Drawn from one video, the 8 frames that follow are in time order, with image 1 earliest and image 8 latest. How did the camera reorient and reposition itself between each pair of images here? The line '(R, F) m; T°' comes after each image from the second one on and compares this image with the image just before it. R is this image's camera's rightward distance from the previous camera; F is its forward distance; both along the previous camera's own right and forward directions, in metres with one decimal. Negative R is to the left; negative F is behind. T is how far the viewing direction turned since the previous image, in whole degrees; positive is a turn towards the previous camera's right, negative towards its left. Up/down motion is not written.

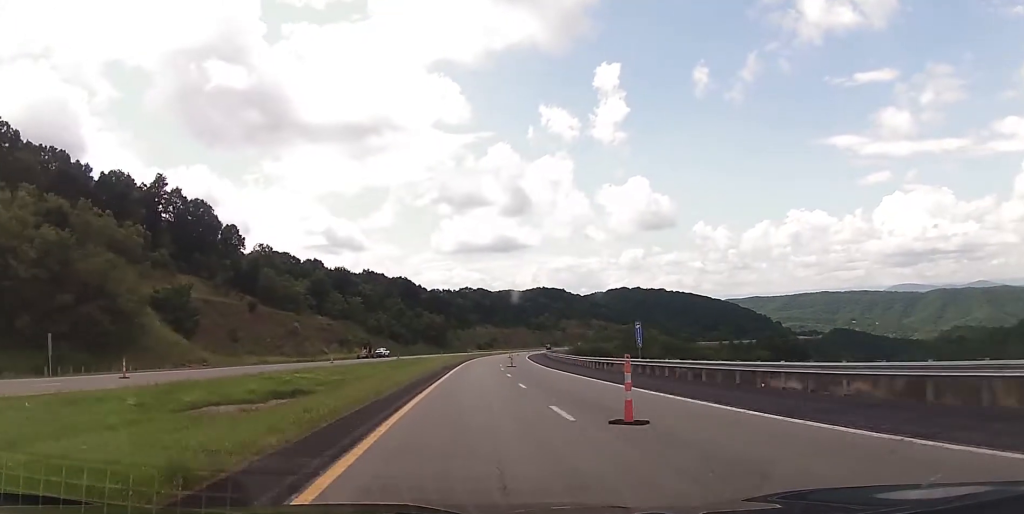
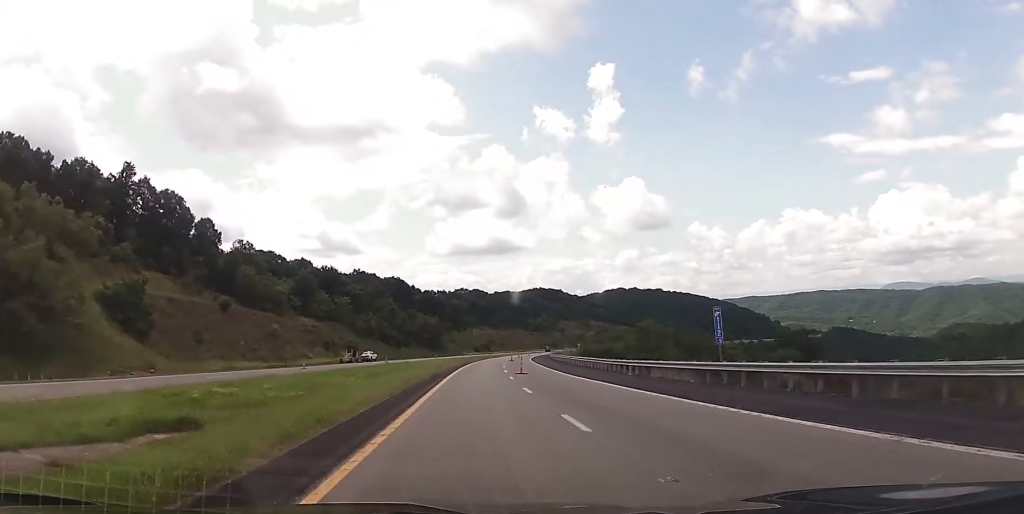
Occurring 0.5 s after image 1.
(+0.1, +13.8) m; 0°
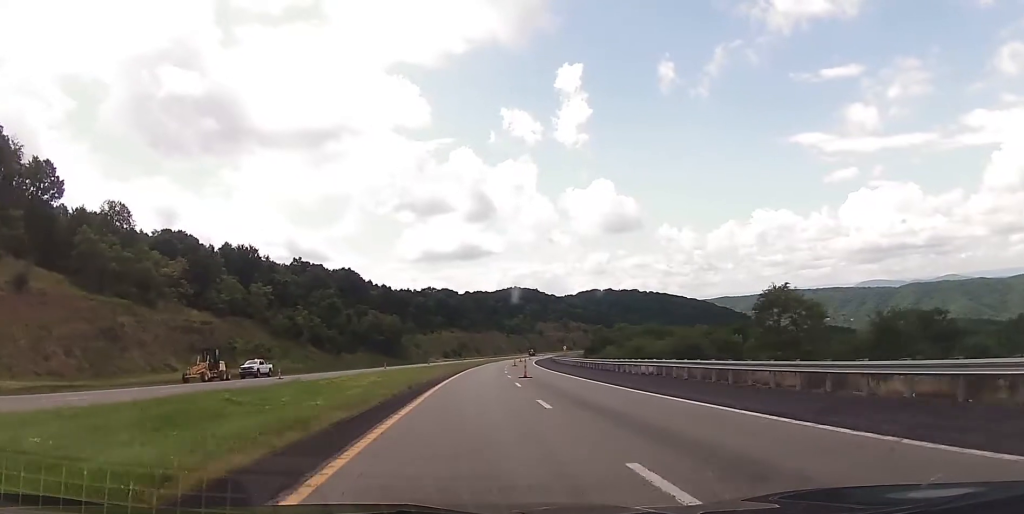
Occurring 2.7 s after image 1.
(+0.1, +56.1) m; +1°
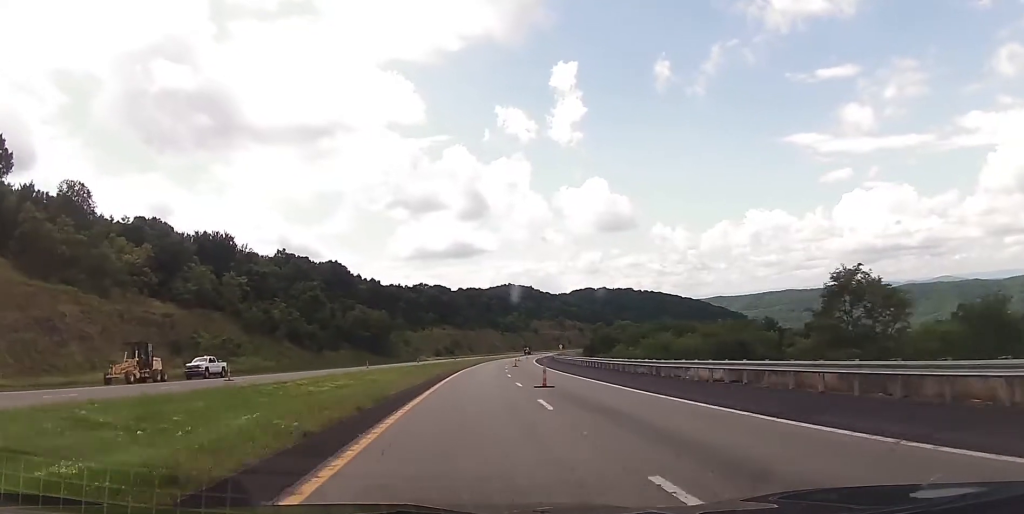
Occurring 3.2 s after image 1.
(0.0, +13.0) m; +1°
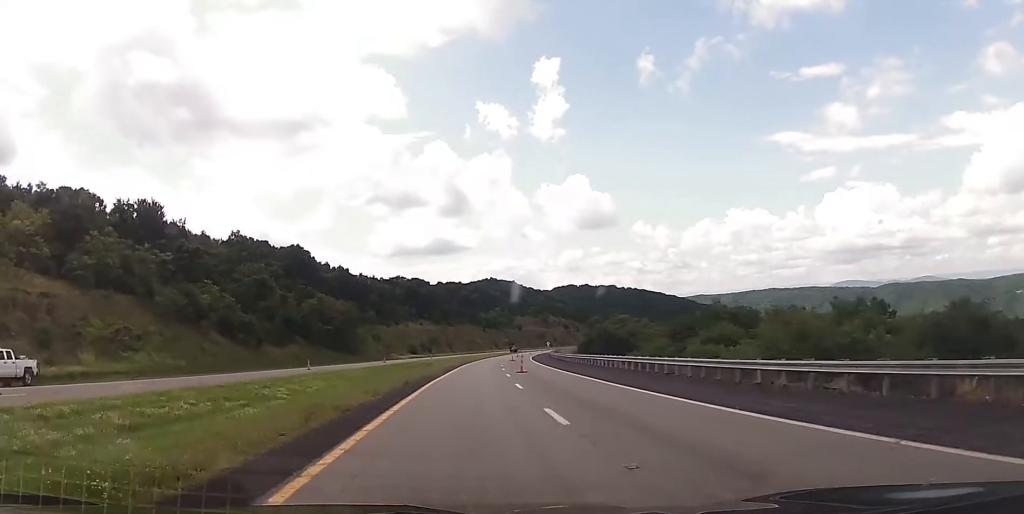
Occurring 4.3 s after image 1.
(+0.5, +28.4) m; +2°
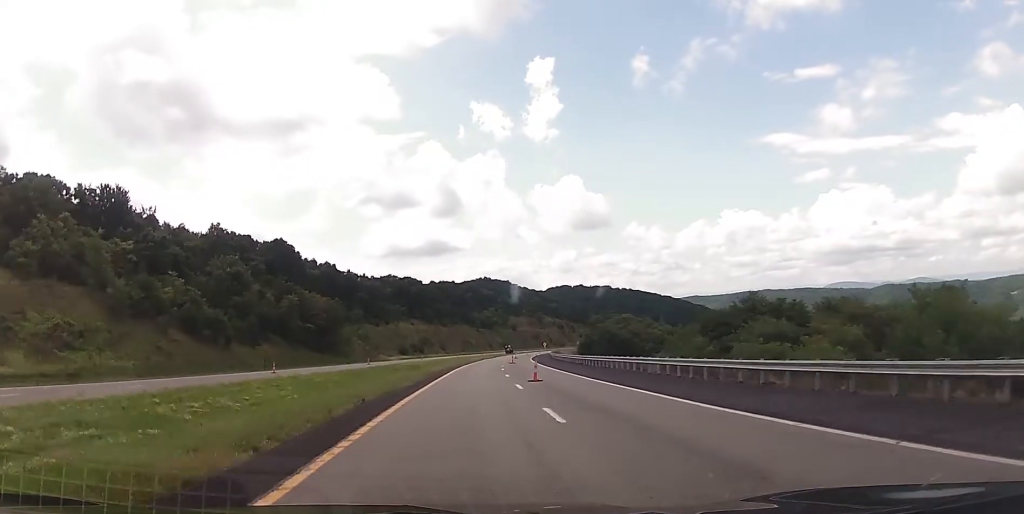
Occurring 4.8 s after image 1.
(+0.2, +12.0) m; 0°
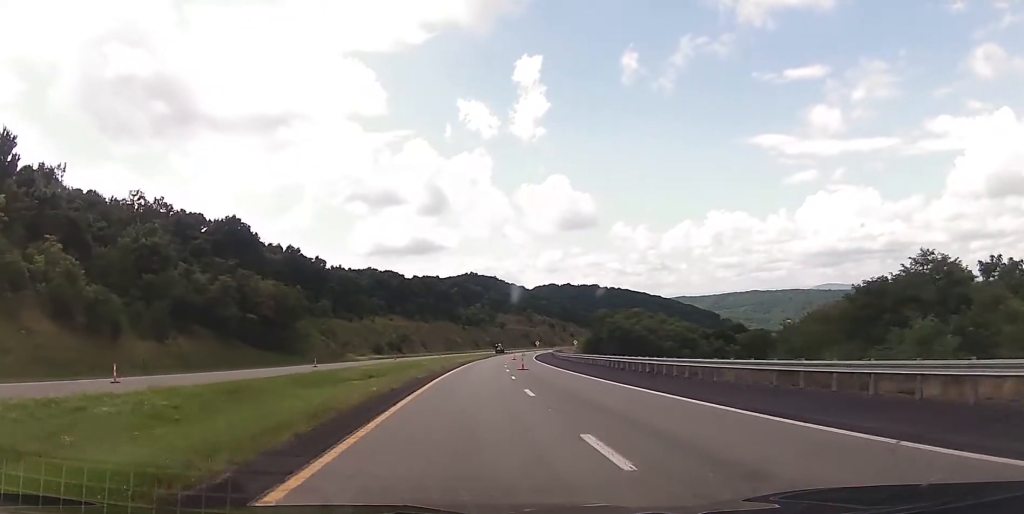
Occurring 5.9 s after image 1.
(+0.1, +29.9) m; +1°
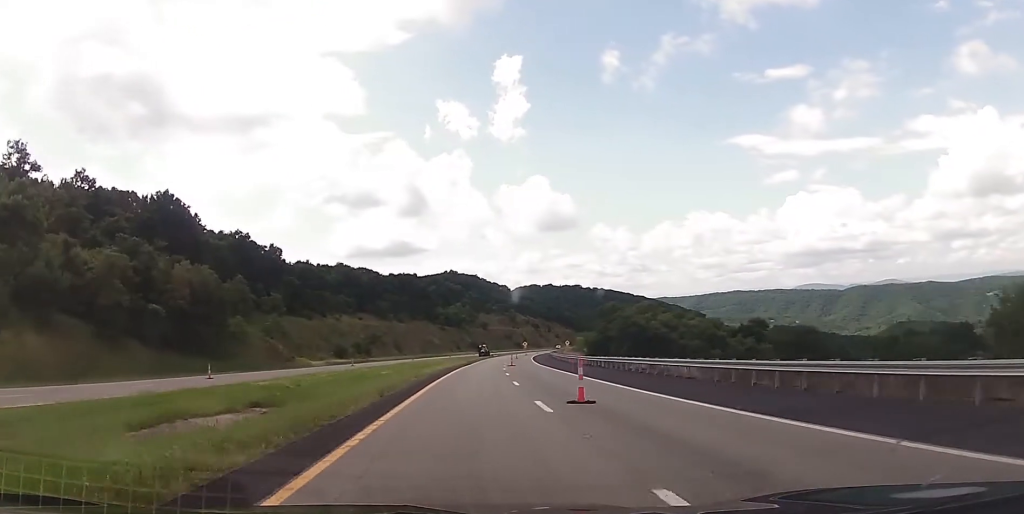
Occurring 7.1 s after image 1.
(+0.3, +29.3) m; +2°
